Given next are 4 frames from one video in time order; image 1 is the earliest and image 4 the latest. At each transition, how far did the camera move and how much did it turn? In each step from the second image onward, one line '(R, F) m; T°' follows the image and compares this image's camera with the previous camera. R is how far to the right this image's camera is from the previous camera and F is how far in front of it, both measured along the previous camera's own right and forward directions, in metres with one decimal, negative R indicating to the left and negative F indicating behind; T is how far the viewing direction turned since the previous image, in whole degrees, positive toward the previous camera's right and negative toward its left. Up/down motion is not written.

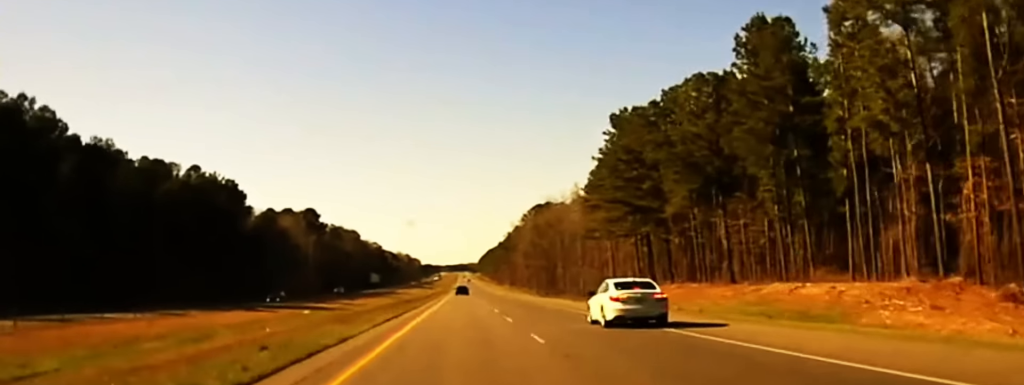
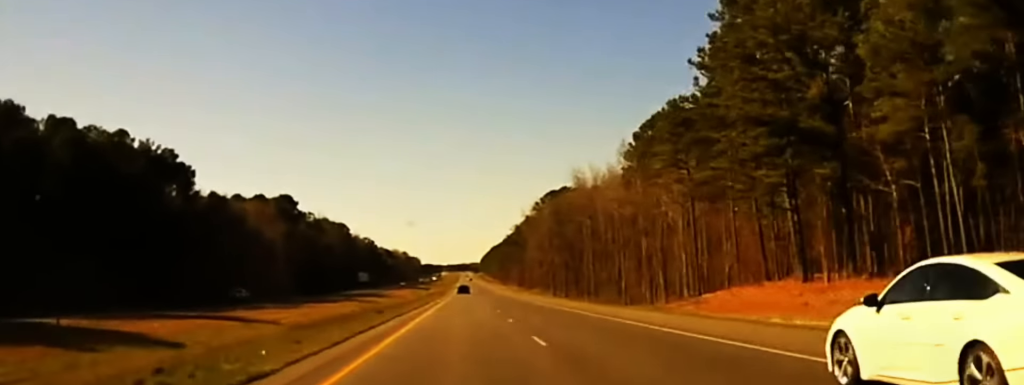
(0.0, +50.2) m; 0°
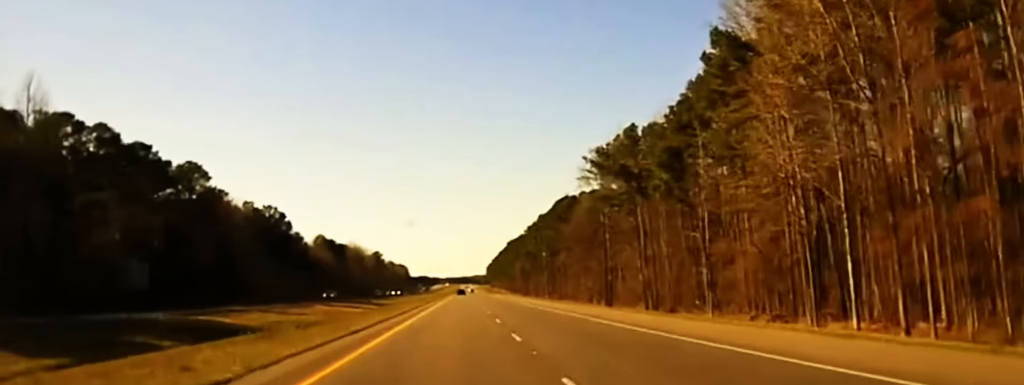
(+0.9, +229.5) m; 0°
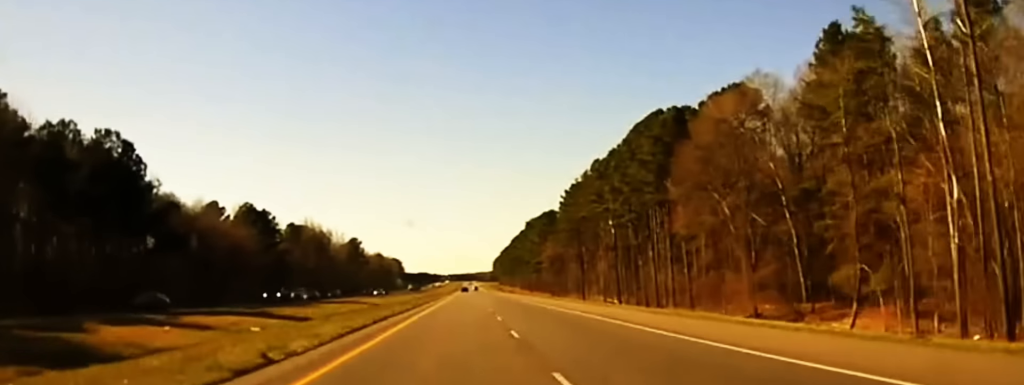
(-1.0, +108.5) m; 0°
